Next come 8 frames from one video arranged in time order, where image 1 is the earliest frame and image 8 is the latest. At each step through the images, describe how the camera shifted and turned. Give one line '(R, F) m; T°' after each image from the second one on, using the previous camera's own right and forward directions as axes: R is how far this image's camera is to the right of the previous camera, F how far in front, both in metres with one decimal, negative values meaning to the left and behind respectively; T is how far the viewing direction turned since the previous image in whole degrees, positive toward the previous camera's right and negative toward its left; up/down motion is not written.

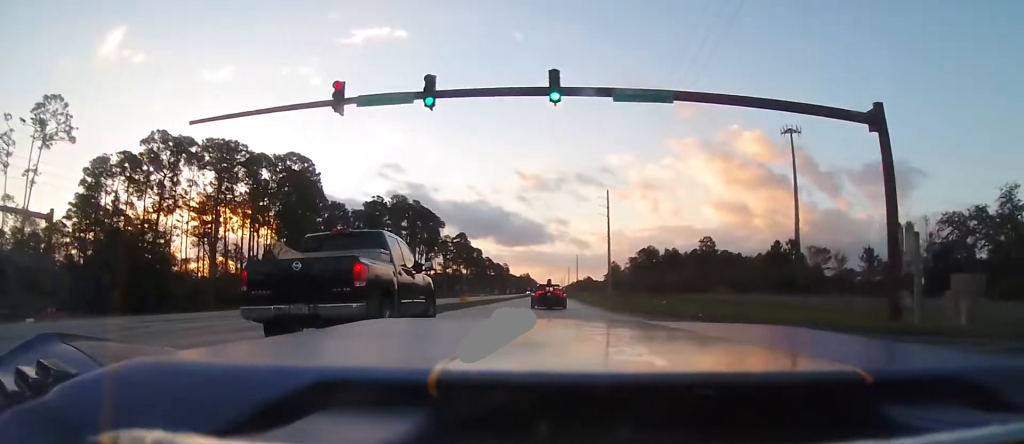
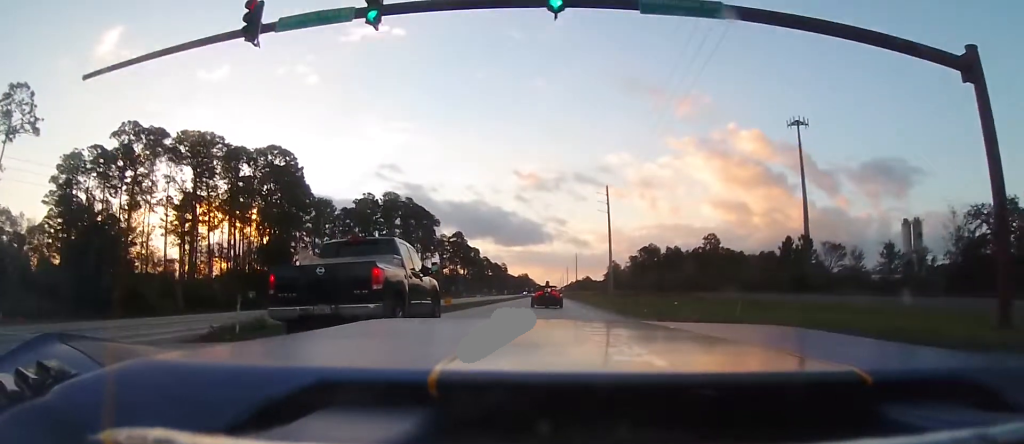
(-0.4, +6.3) m; 0°
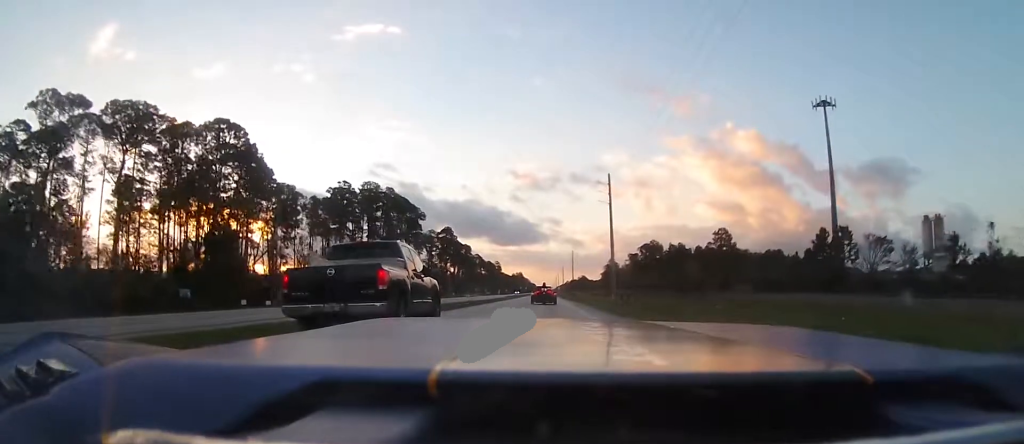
(+0.5, +15.0) m; +1°
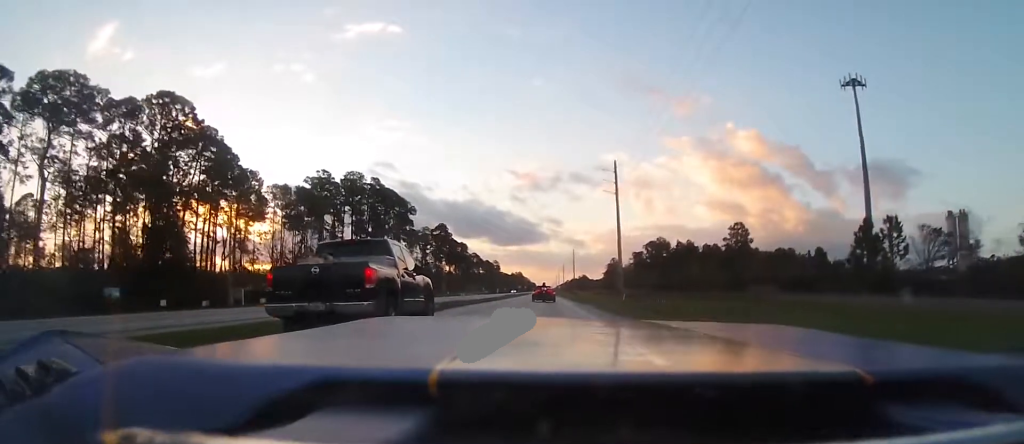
(-0.3, +13.0) m; +1°
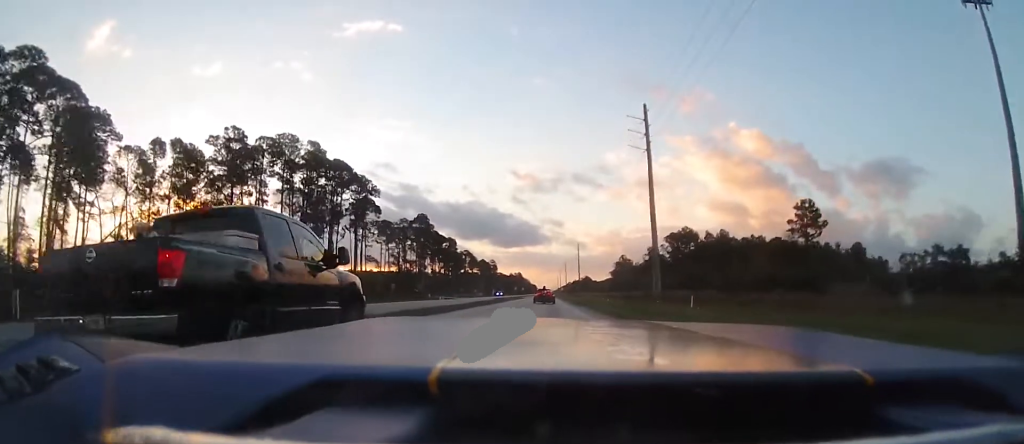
(+0.5, +37.7) m; -1°
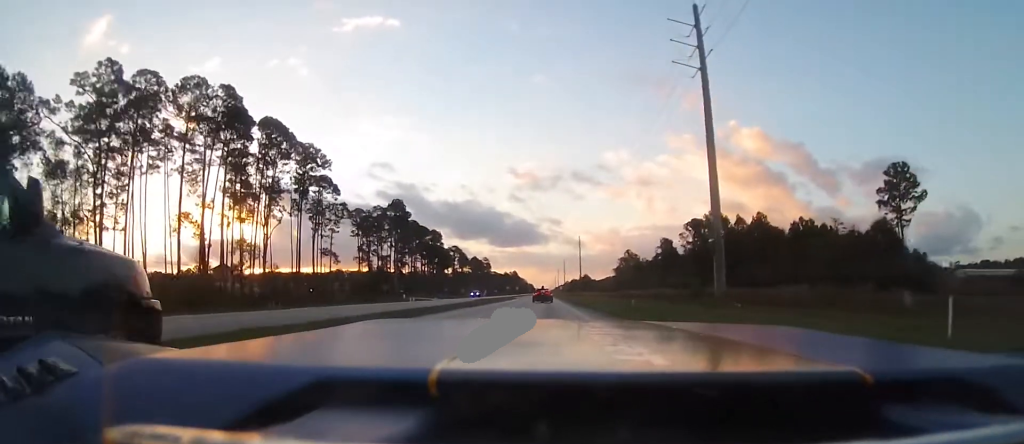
(-0.9, +29.5) m; 0°
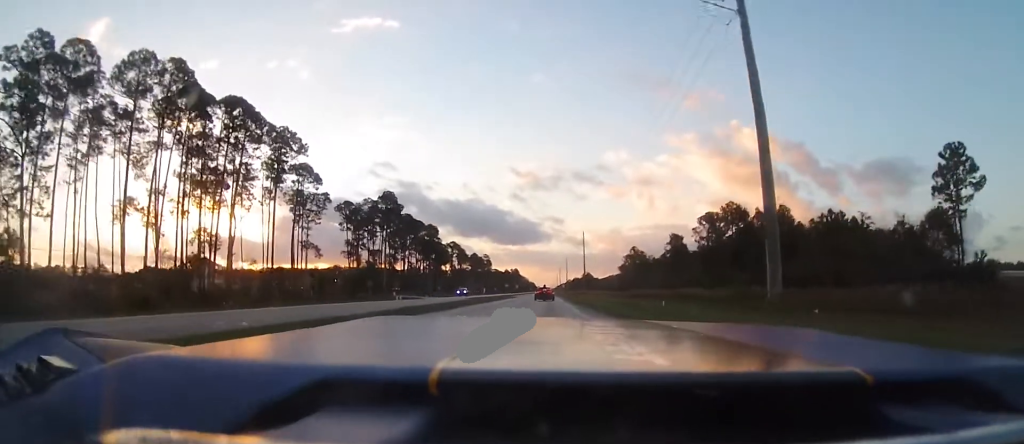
(+0.5, +12.1) m; 0°
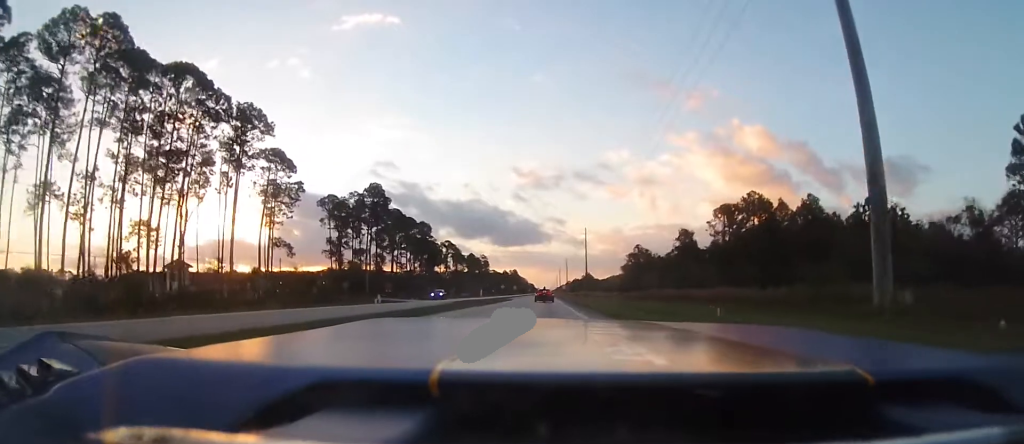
(+0.4, +13.0) m; 0°
